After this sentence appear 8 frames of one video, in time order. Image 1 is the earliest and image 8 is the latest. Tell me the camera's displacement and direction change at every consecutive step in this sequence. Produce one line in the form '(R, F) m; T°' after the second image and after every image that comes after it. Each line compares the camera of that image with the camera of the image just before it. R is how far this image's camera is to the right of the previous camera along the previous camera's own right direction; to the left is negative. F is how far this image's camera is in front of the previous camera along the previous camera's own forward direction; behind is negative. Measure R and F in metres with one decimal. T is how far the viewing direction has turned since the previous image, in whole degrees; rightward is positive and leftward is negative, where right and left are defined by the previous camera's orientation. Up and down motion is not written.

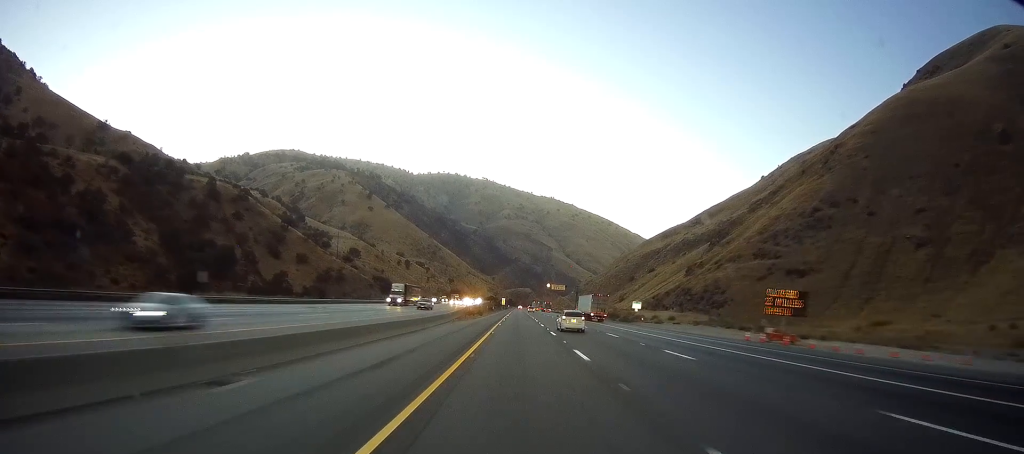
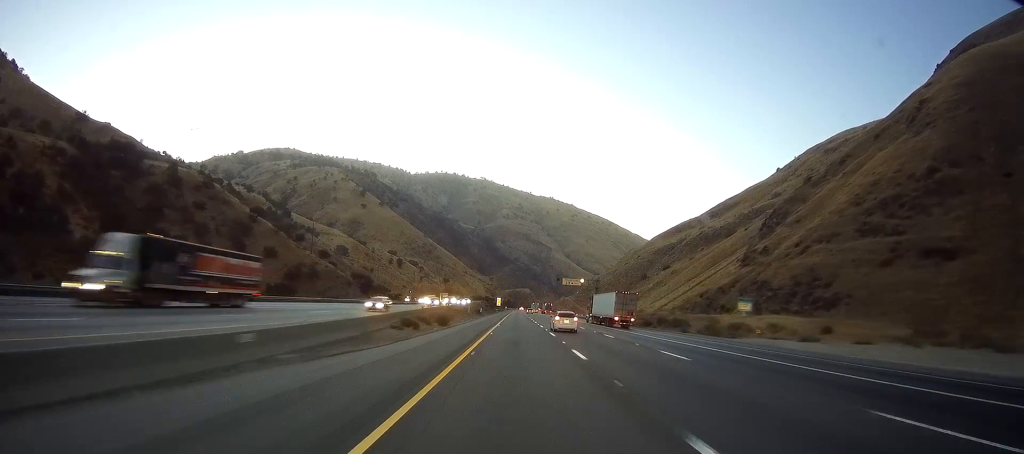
(-0.1, +43.4) m; +1°
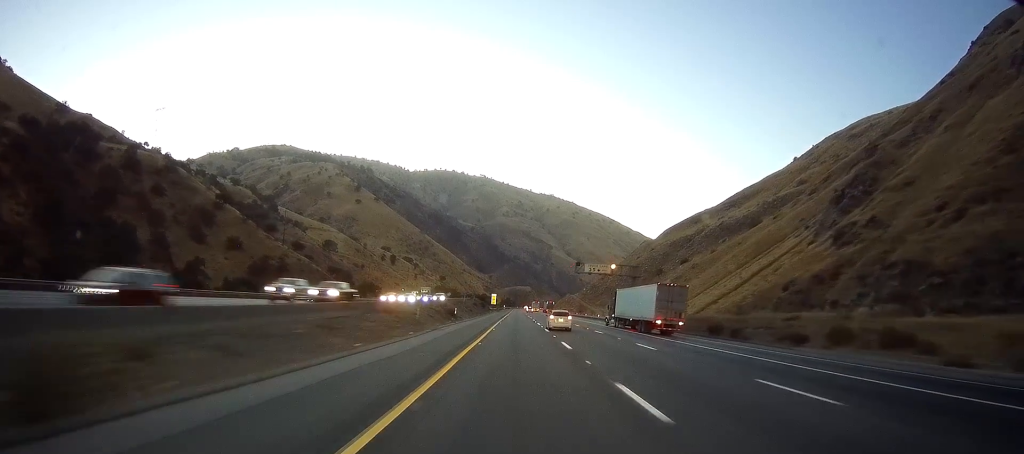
(+0.4, +39.2) m; 0°
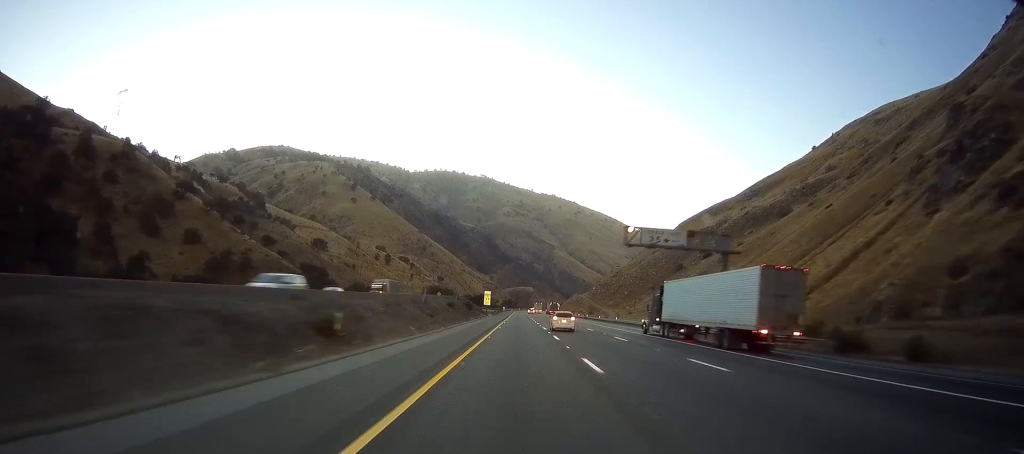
(-0.4, +37.2) m; -1°
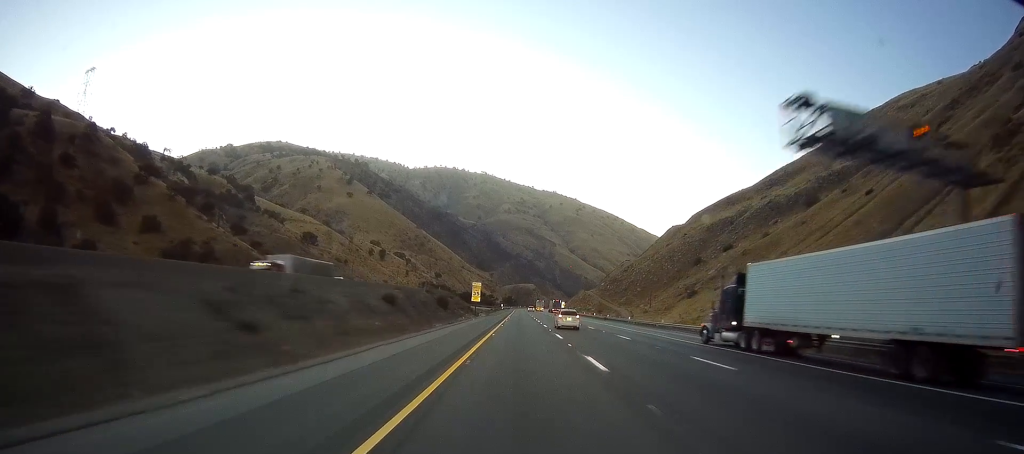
(0.0, +29.0) m; 0°
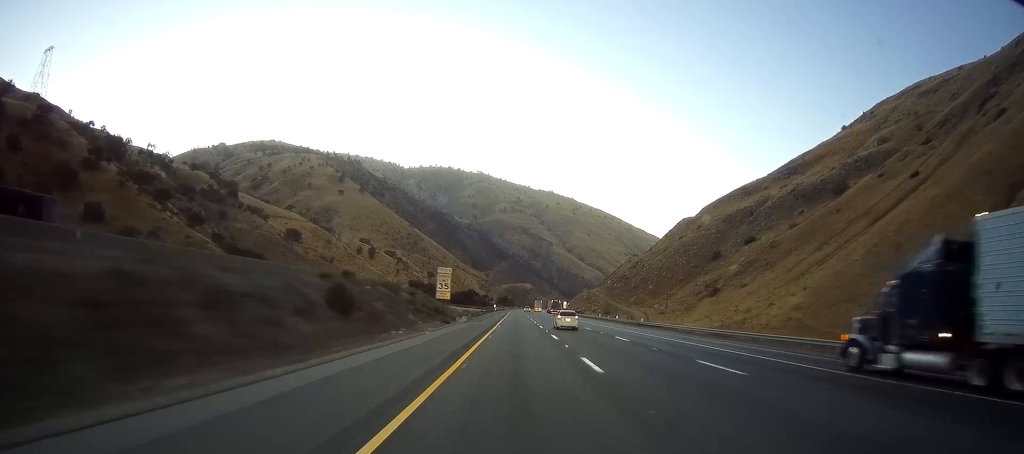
(+0.3, +29.9) m; +1°
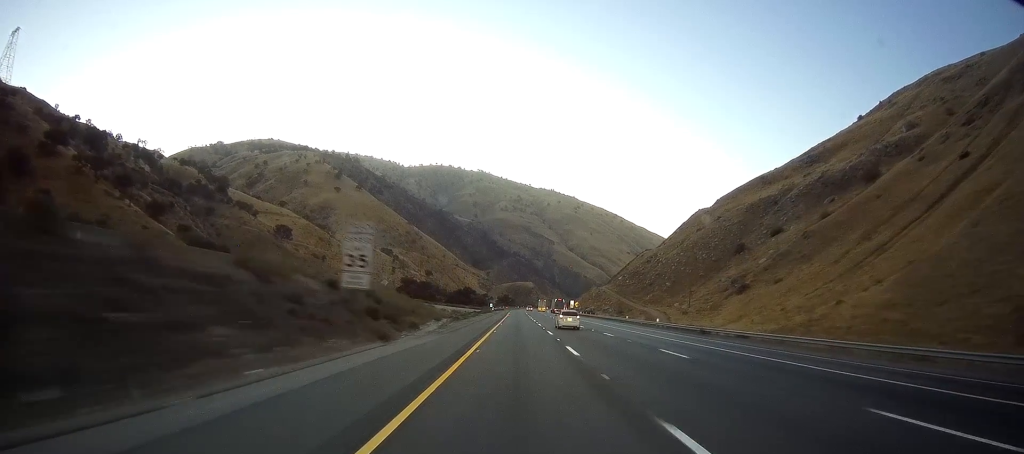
(+0.1, +24.6) m; 0°
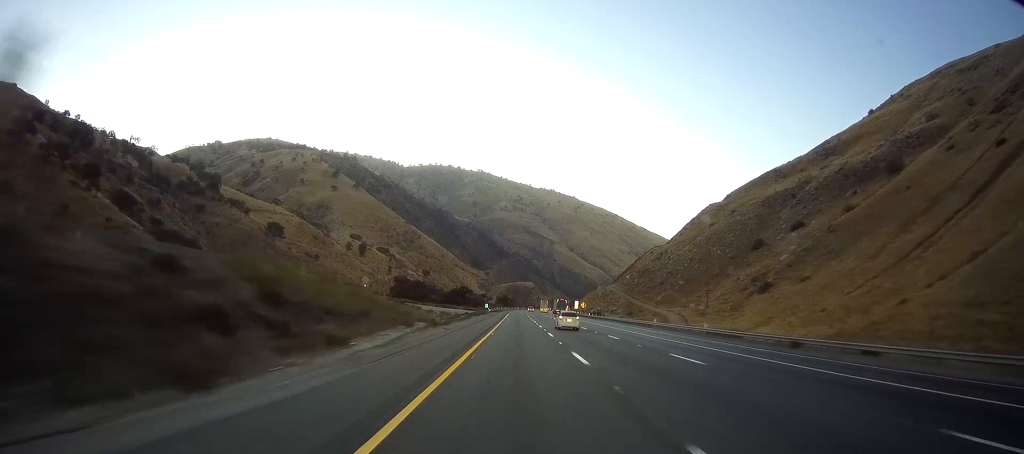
(-0.2, +16.3) m; 0°
